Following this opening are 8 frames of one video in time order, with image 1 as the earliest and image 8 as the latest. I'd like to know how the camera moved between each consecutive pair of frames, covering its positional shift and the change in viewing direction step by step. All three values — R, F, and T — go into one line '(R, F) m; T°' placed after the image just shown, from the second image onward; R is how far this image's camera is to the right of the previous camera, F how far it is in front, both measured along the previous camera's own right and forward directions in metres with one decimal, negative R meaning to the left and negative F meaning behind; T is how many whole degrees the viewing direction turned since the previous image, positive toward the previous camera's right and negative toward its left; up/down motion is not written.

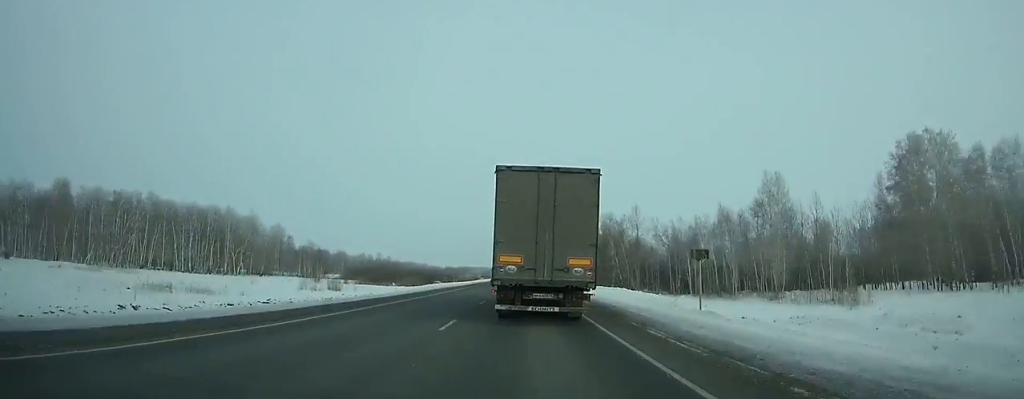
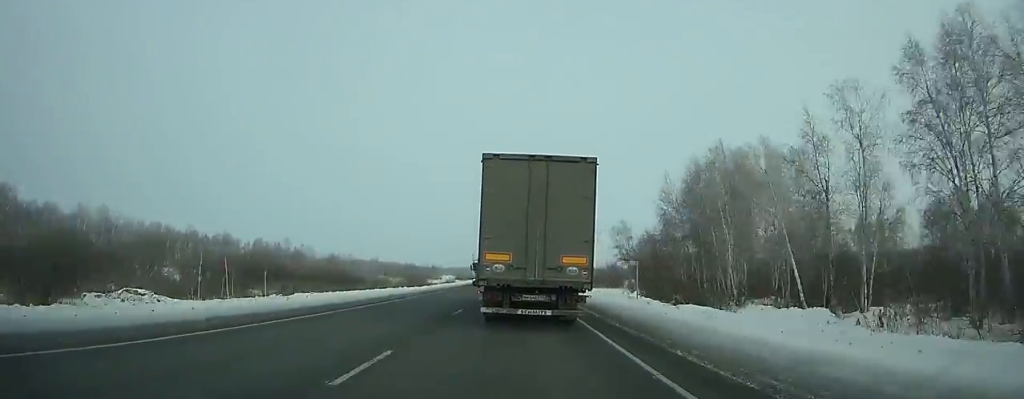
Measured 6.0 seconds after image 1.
(+0.6, +141.8) m; 0°
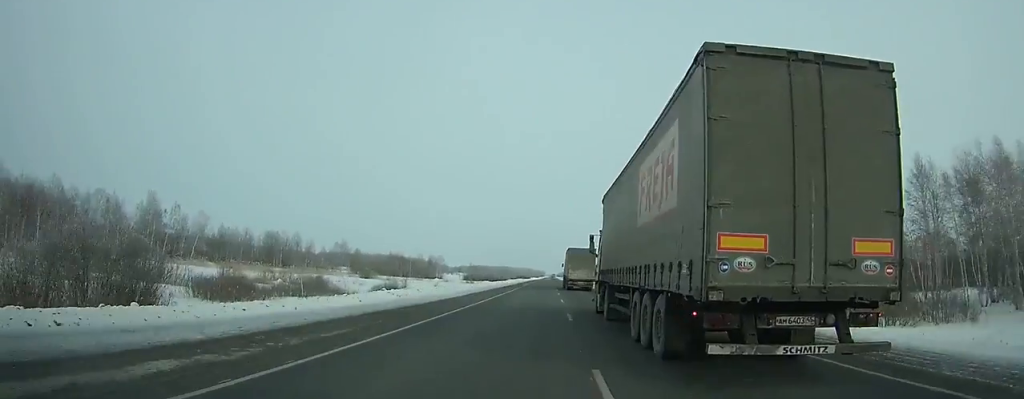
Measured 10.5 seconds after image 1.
(-1.6, +115.2) m; -1°
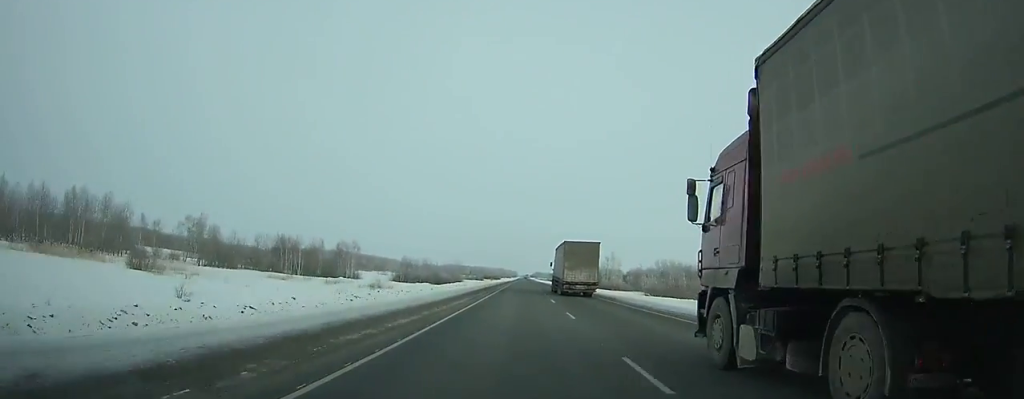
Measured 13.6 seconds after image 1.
(+0.5, +86.8) m; +1°
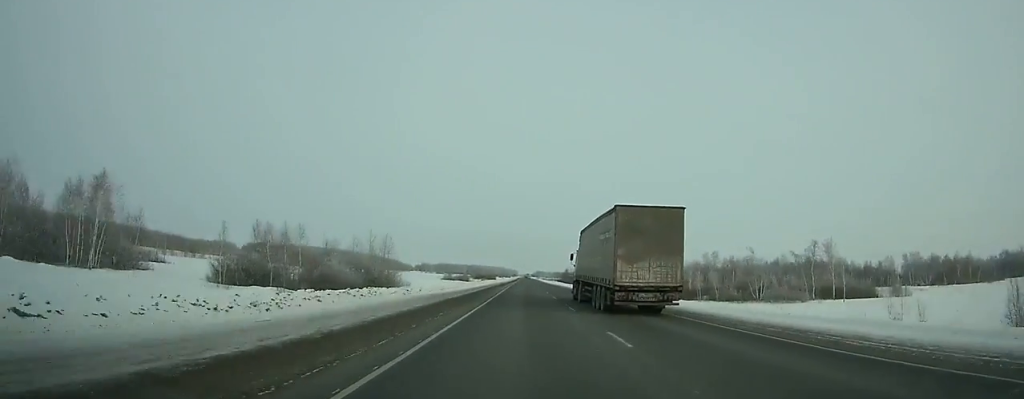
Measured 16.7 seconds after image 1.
(+0.4, +93.5) m; 0°
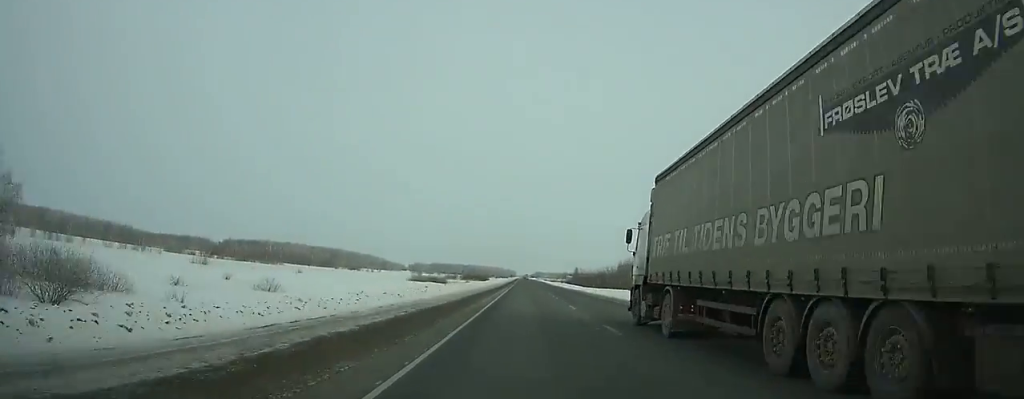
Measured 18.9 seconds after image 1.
(0.0, +69.8) m; 0°
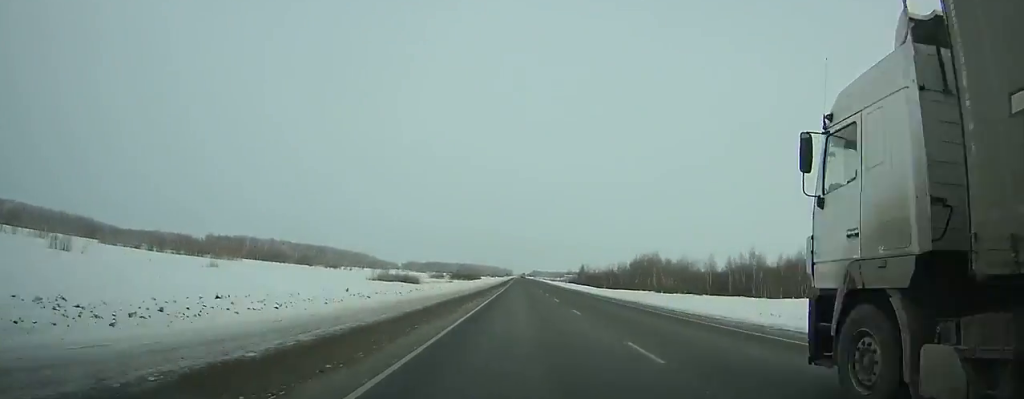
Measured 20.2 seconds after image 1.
(+0.3, +43.0) m; 0°
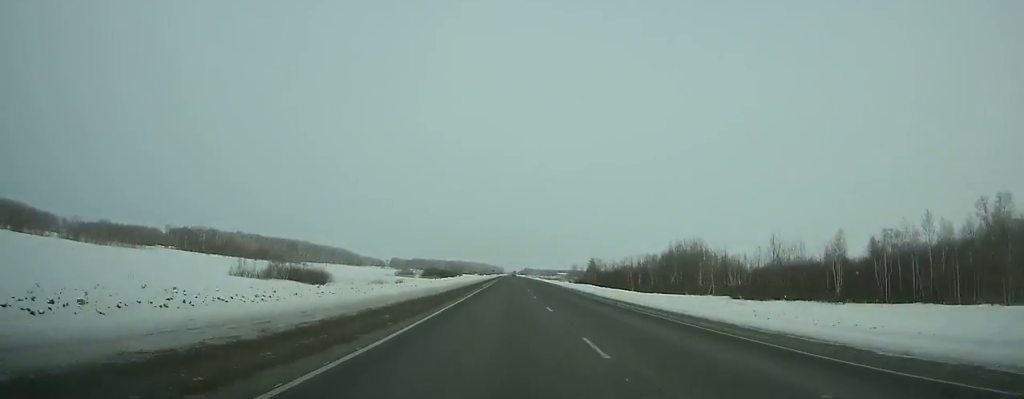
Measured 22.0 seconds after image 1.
(+0.2, +60.1) m; 0°
